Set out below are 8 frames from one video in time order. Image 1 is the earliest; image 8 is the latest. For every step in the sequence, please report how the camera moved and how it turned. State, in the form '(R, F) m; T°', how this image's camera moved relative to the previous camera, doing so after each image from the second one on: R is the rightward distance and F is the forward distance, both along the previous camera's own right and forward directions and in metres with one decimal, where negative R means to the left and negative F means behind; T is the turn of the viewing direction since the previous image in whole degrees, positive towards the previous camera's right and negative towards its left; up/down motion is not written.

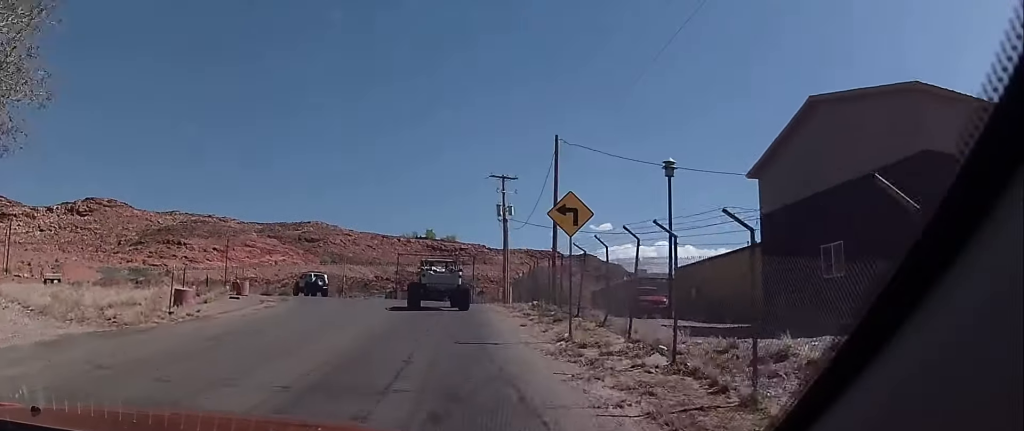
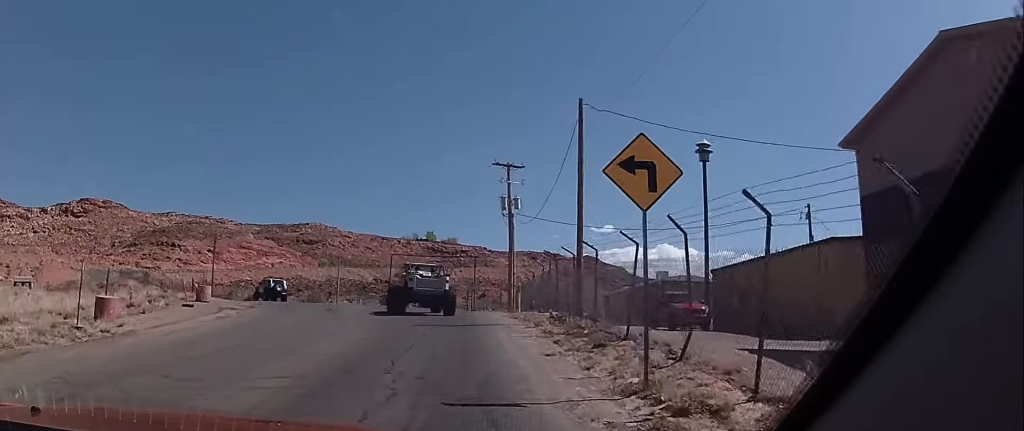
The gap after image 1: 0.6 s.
(+0.3, +6.4) m; 0°
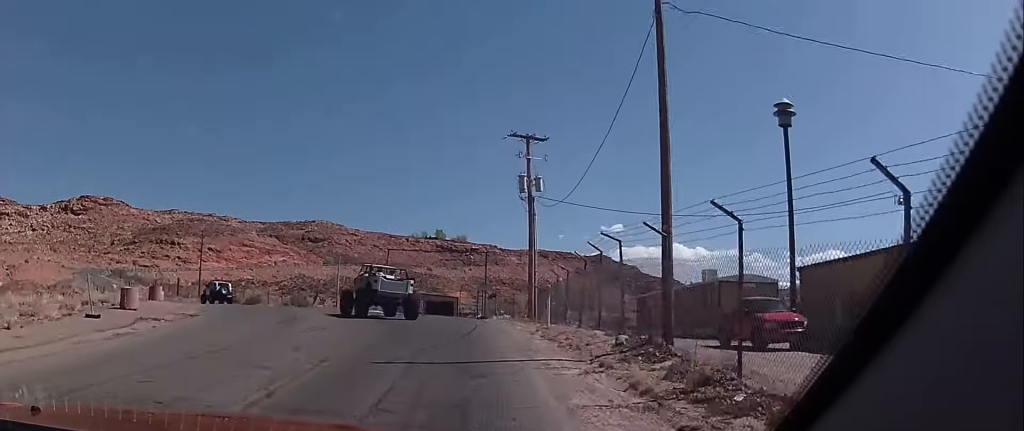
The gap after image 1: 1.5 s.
(-0.4, +8.5) m; -5°
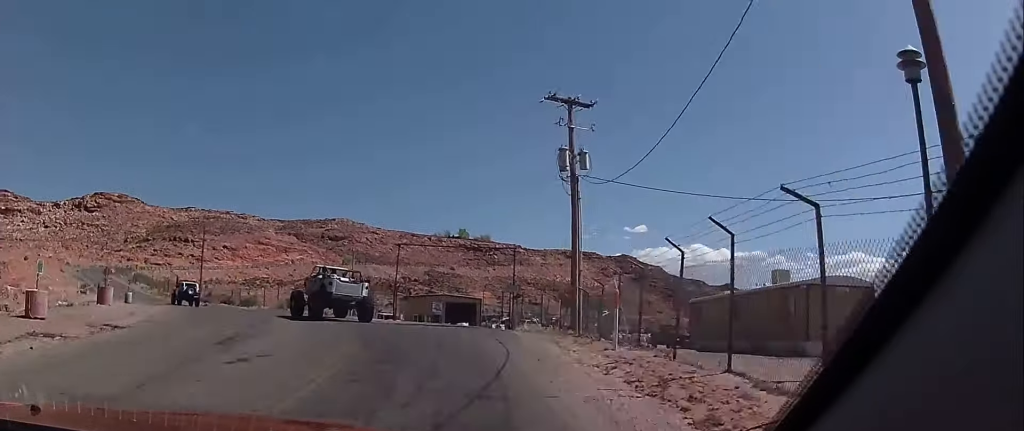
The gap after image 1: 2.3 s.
(-0.4, +7.6) m; -1°
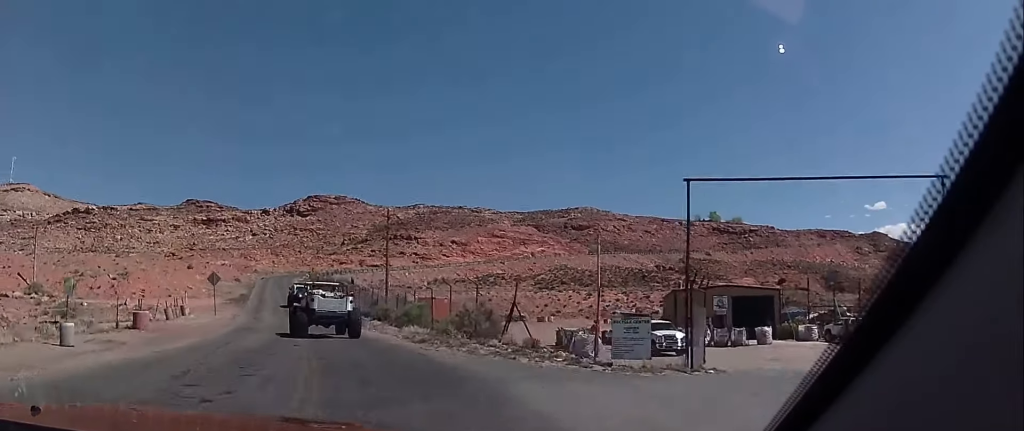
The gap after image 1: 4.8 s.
(-2.8, +23.8) m; -20°
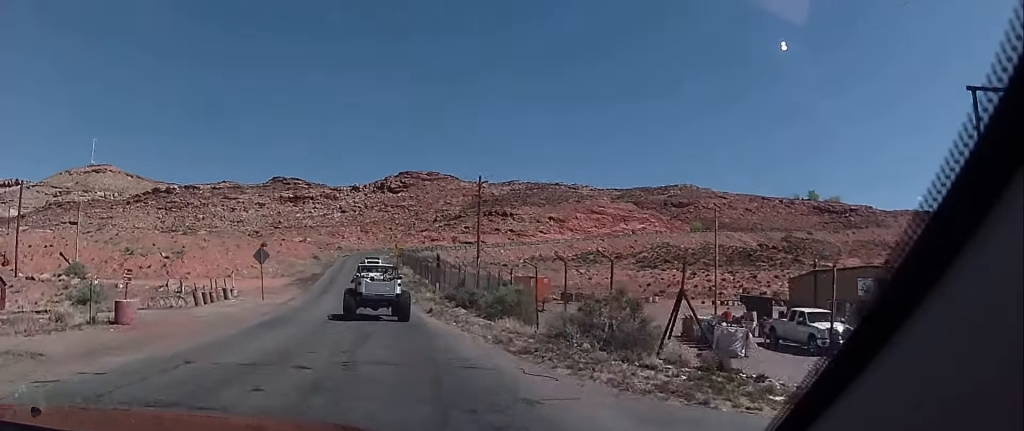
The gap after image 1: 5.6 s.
(-0.3, +8.9) m; -9°
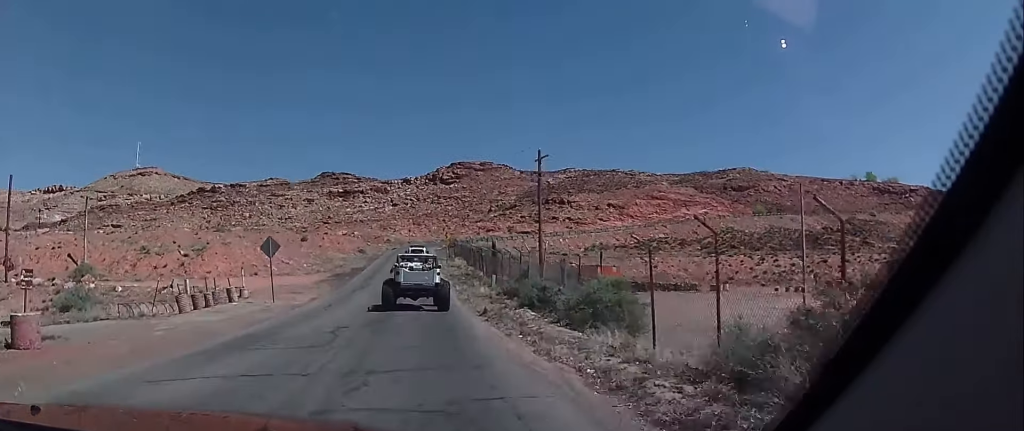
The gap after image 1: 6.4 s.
(-0.9, +7.7) m; -5°
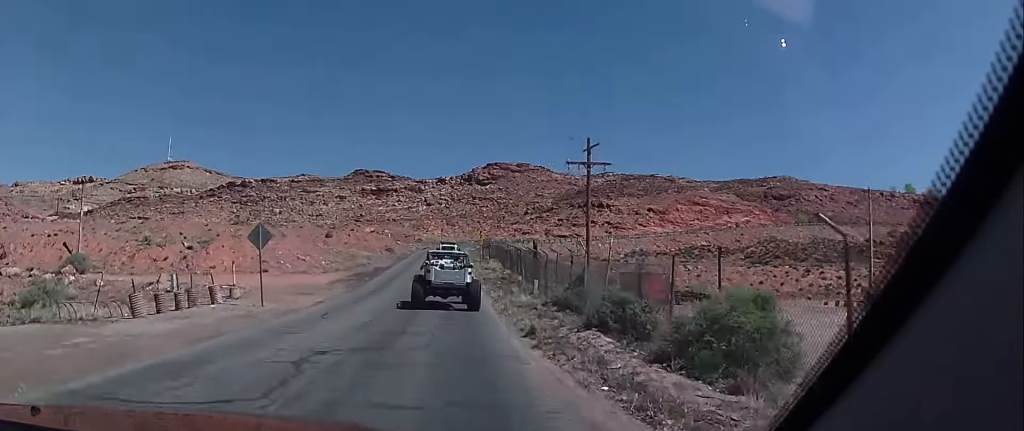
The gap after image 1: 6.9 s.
(-0.3, +6.1) m; -3°
